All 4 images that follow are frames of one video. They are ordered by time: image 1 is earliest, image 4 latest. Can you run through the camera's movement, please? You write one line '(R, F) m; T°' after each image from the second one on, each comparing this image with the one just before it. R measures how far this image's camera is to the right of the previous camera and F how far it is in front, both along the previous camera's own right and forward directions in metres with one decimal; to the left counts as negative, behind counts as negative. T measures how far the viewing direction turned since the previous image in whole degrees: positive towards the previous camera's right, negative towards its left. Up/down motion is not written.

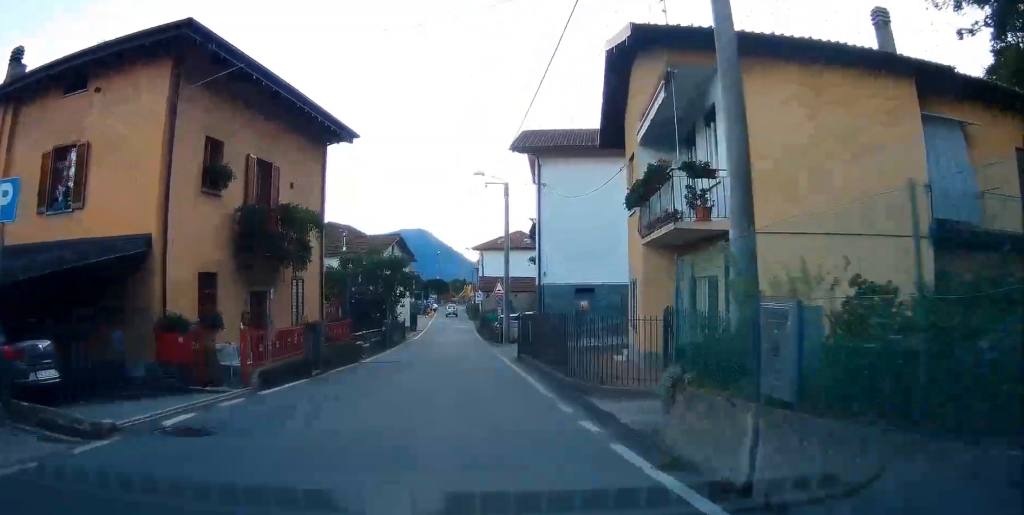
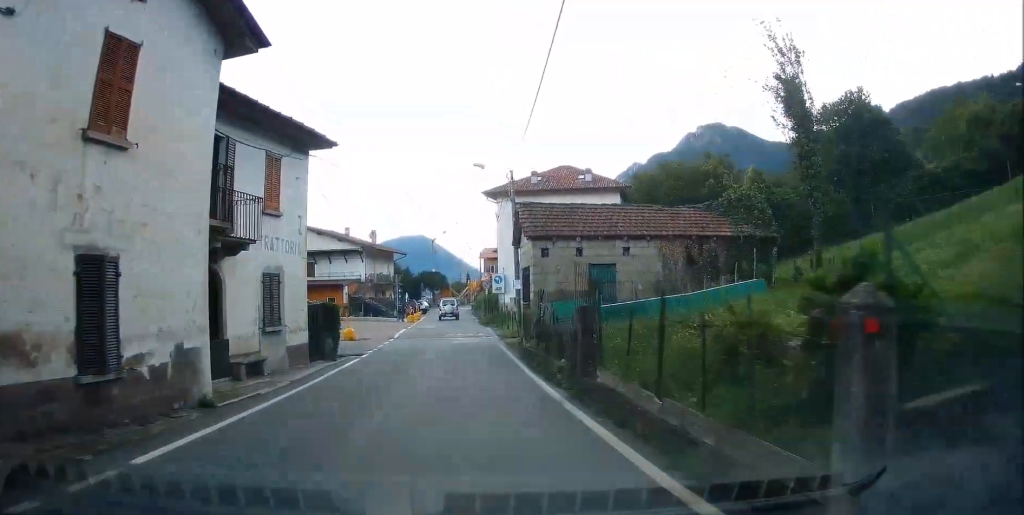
(-1.3, +40.4) m; +2°
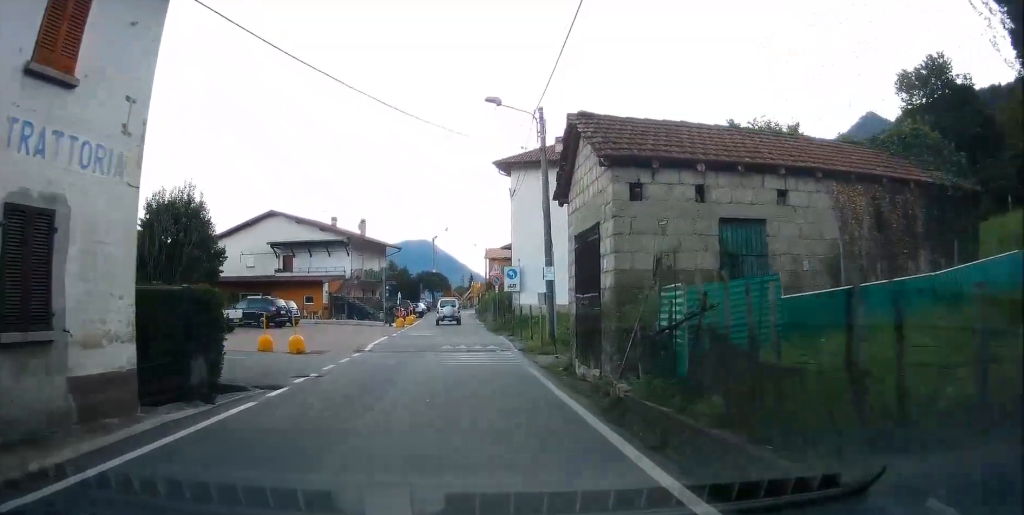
(+0.7, +10.1) m; +2°
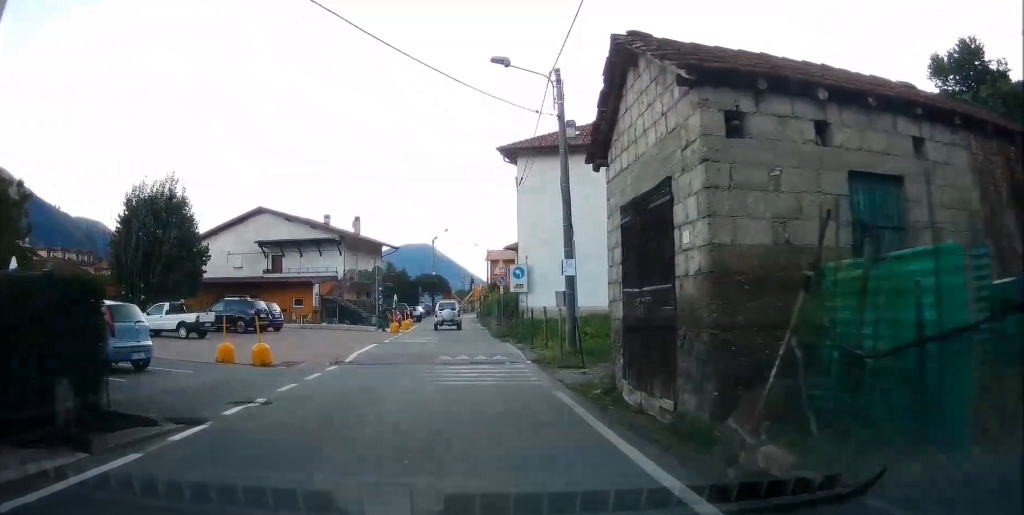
(-0.2, +3.8) m; -4°
